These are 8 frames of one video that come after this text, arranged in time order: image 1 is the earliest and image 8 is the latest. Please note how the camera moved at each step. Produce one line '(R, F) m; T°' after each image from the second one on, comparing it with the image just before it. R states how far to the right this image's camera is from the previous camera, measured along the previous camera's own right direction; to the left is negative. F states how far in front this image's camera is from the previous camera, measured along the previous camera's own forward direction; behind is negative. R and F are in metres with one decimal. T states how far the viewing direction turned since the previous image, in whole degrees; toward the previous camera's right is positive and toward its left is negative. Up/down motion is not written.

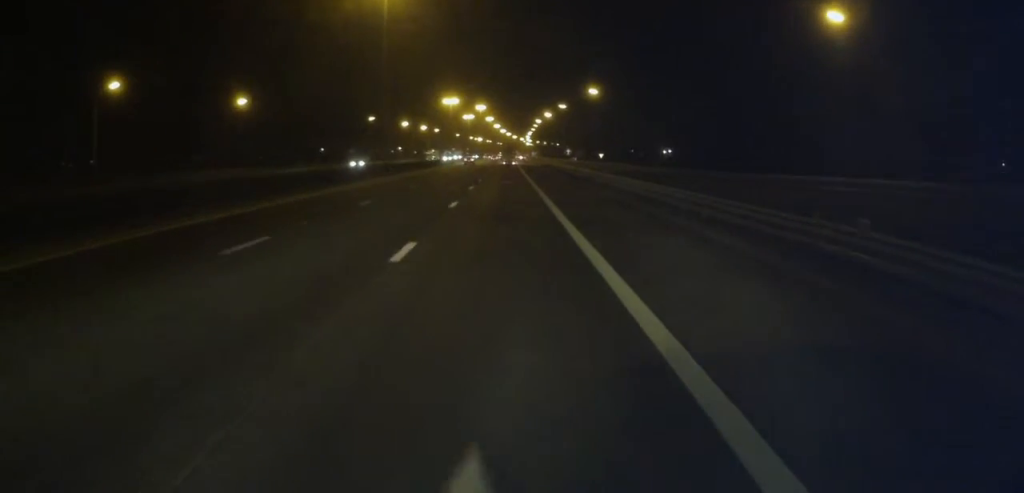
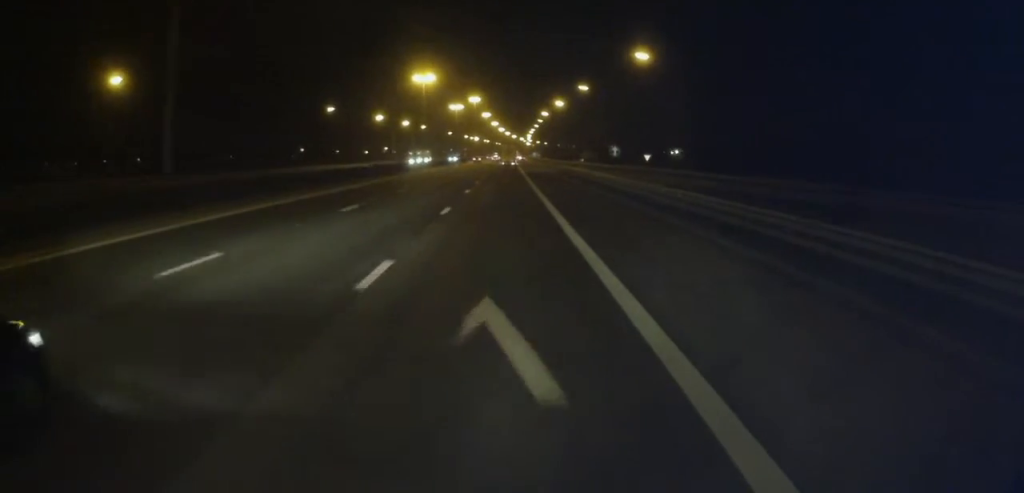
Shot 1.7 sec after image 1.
(+0.5, +40.1) m; +1°
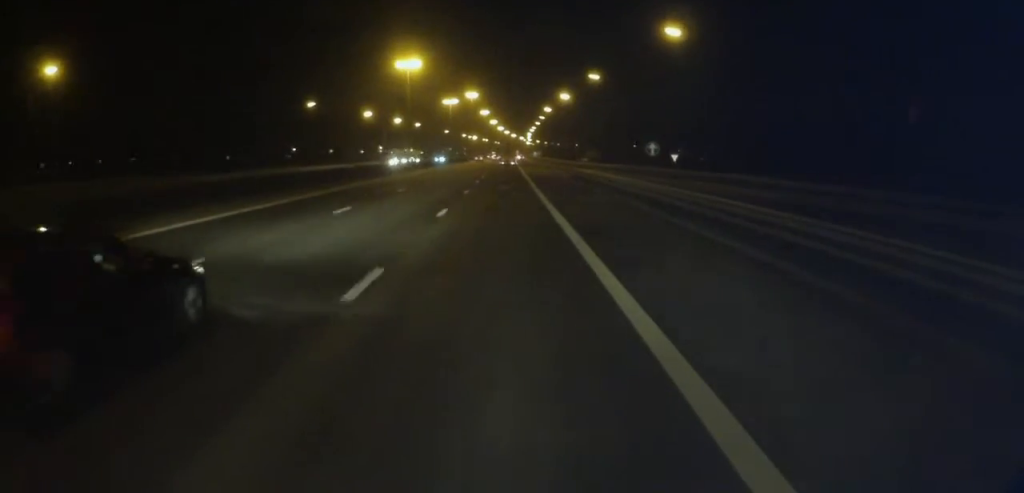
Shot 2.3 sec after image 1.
(0.0, +13.4) m; -1°
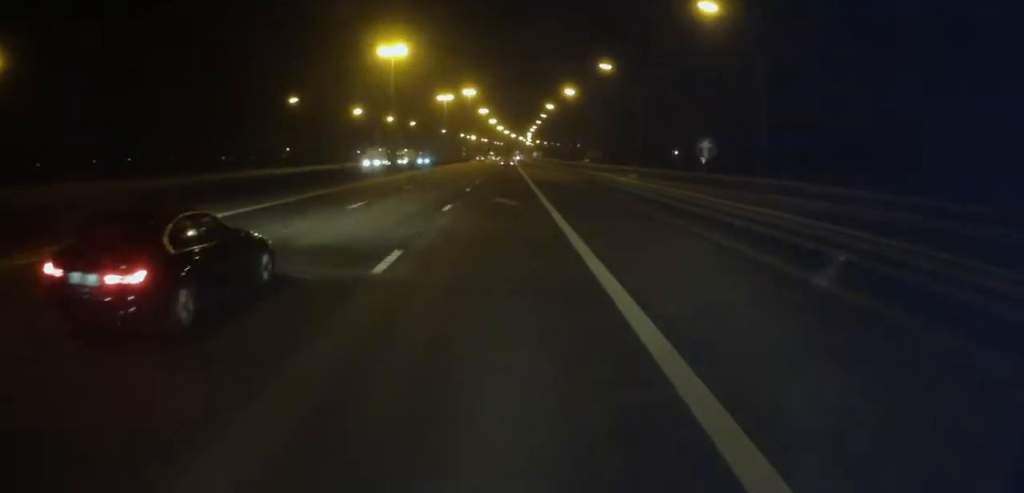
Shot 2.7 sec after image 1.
(-0.1, +10.2) m; 0°
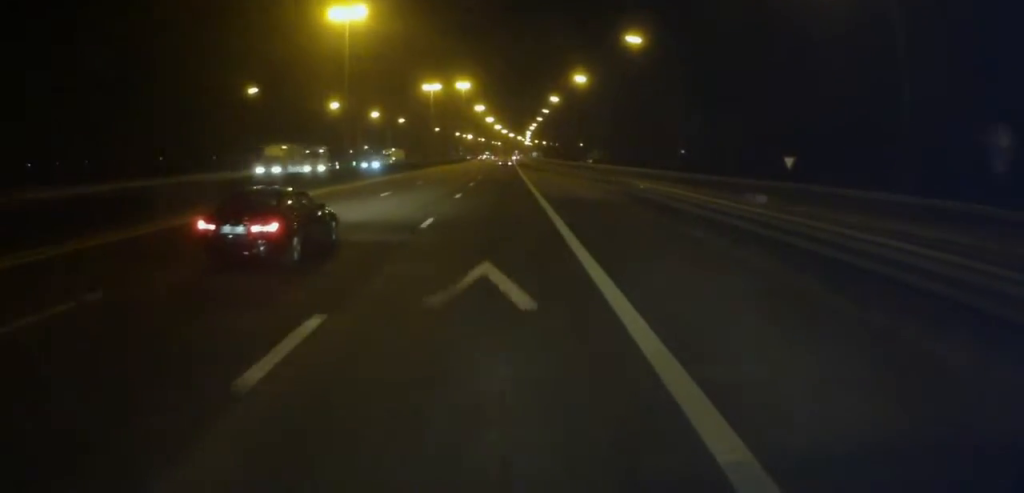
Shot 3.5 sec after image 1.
(-0.4, +18.1) m; 0°
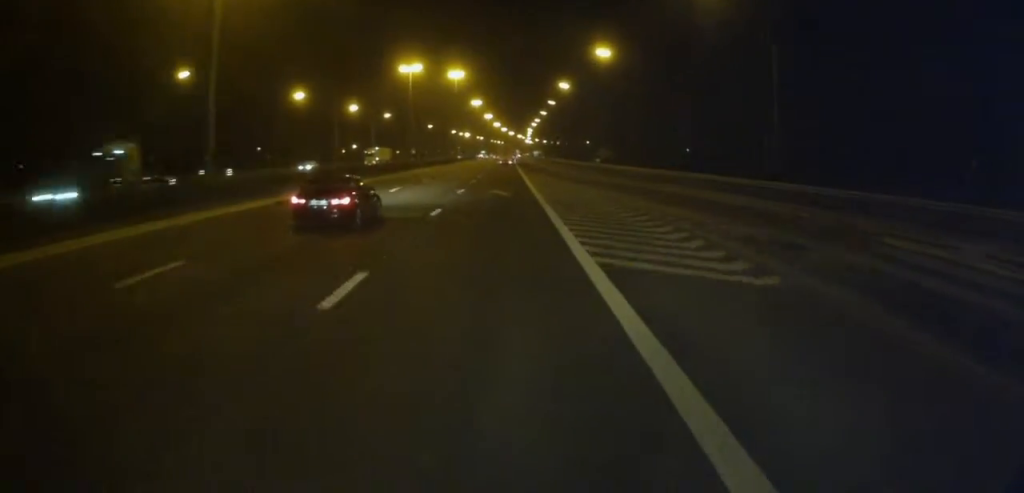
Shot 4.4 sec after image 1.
(+0.6, +22.0) m; +1°
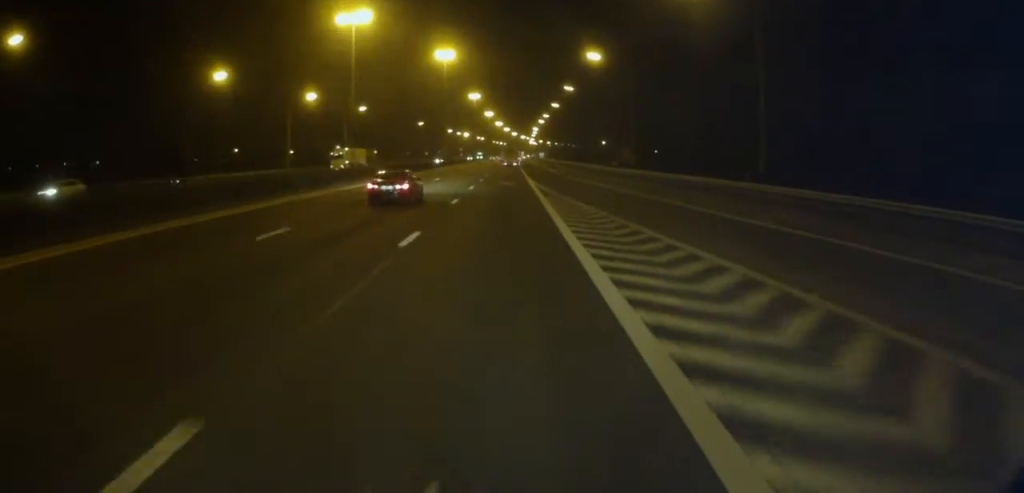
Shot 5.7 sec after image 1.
(-0.2, +31.3) m; 0°
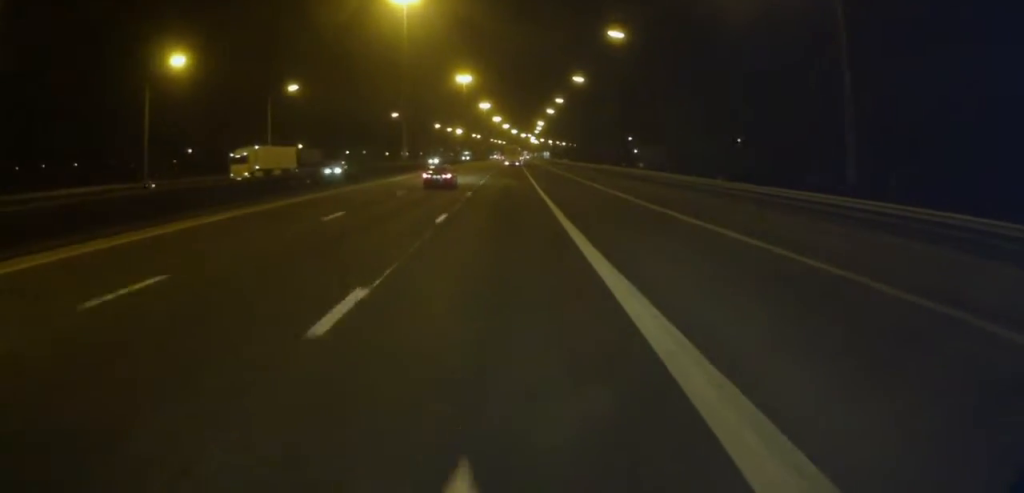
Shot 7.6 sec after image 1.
(-0.1, +44.3) m; -1°
